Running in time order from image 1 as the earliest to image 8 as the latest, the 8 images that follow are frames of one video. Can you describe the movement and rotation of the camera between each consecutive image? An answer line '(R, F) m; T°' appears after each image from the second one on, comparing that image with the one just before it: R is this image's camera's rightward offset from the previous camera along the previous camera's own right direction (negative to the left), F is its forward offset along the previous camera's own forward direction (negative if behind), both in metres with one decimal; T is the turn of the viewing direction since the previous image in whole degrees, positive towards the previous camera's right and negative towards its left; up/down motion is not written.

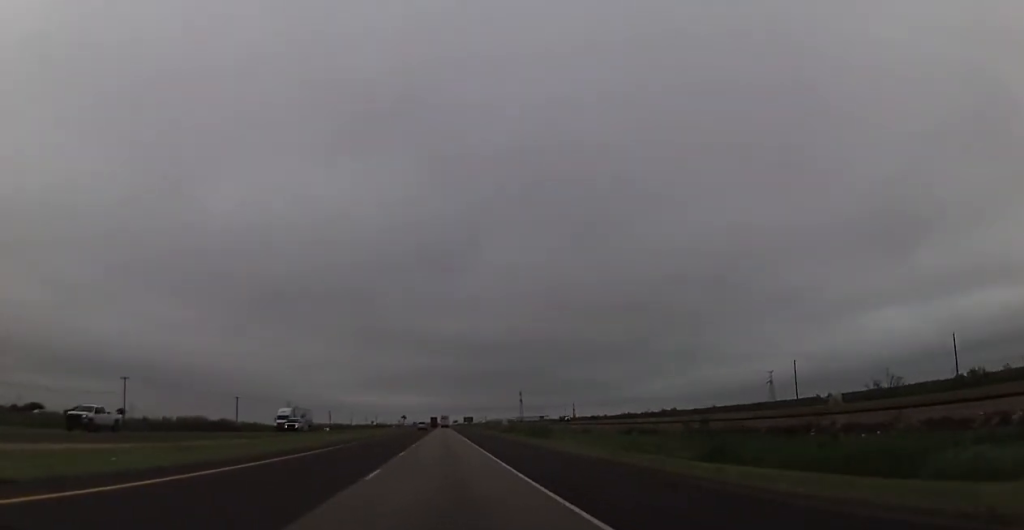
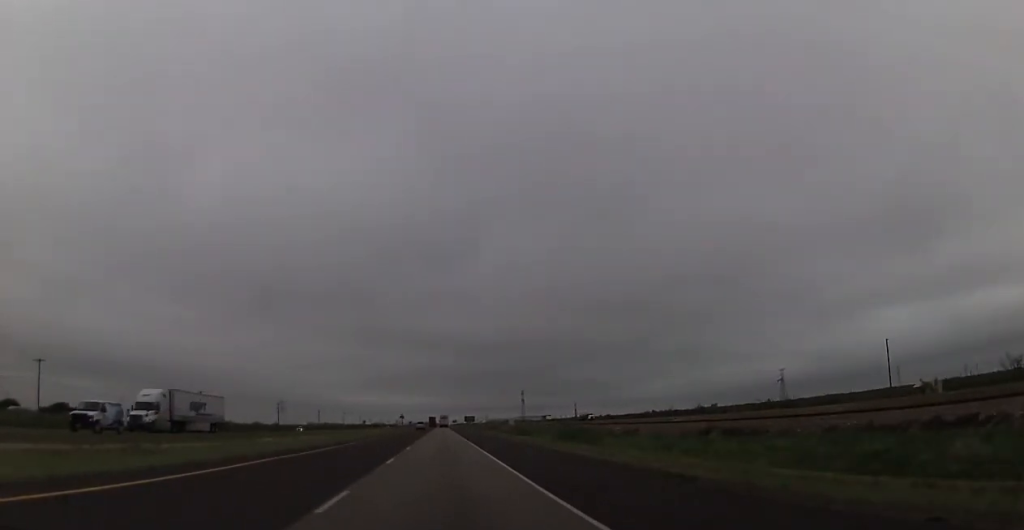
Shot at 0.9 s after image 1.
(+0.5, +30.6) m; +1°
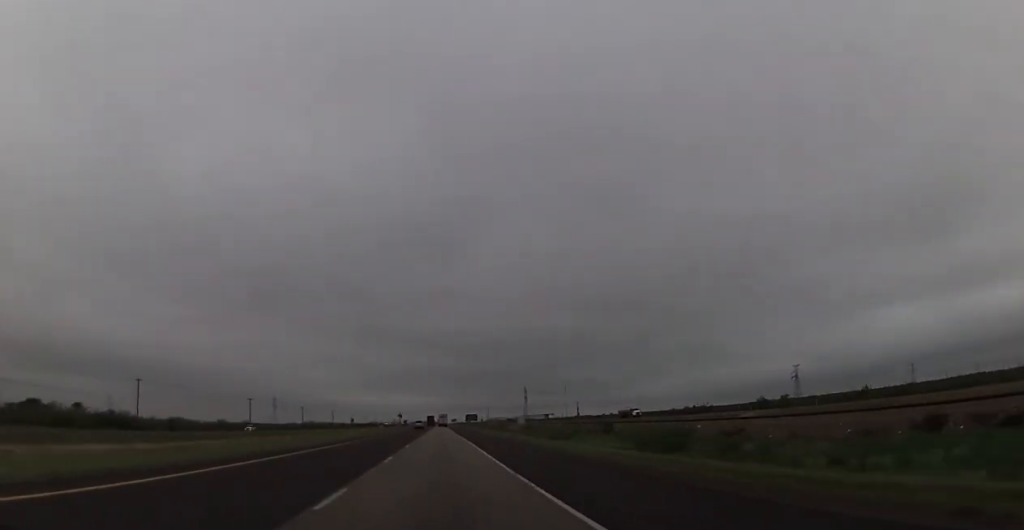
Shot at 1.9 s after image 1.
(+0.2, +36.5) m; 0°
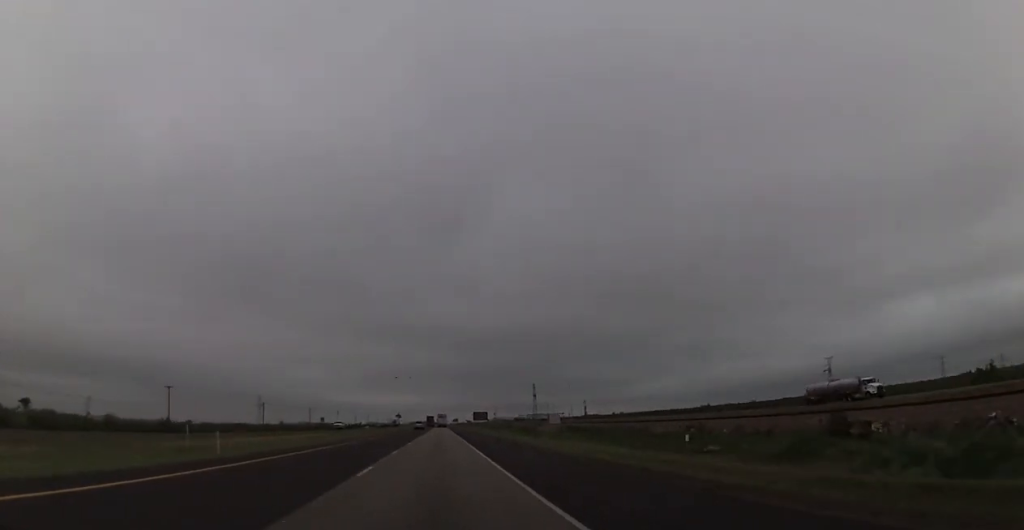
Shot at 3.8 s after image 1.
(-0.2, +67.2) m; 0°
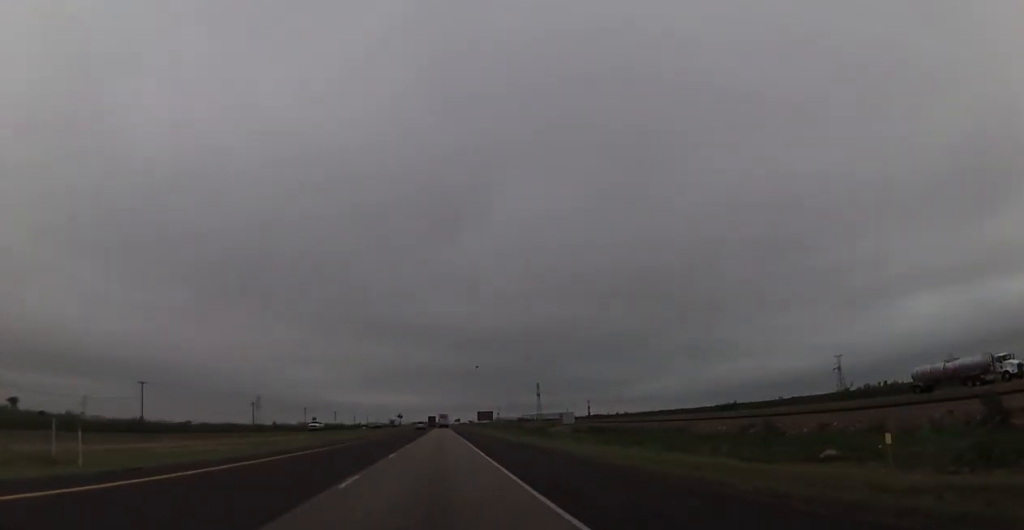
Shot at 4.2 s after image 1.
(+0.1, +15.3) m; 0°
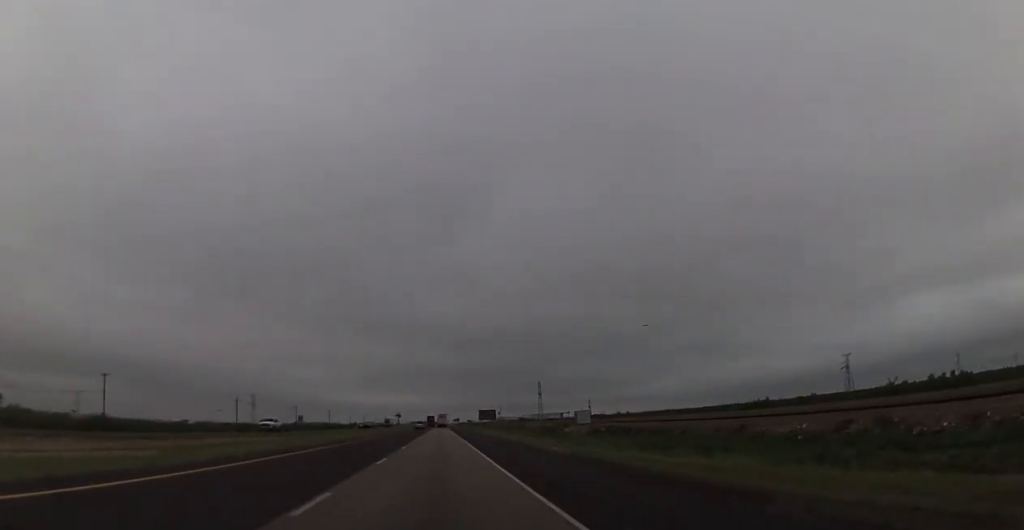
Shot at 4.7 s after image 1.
(-0.2, +16.5) m; 0°
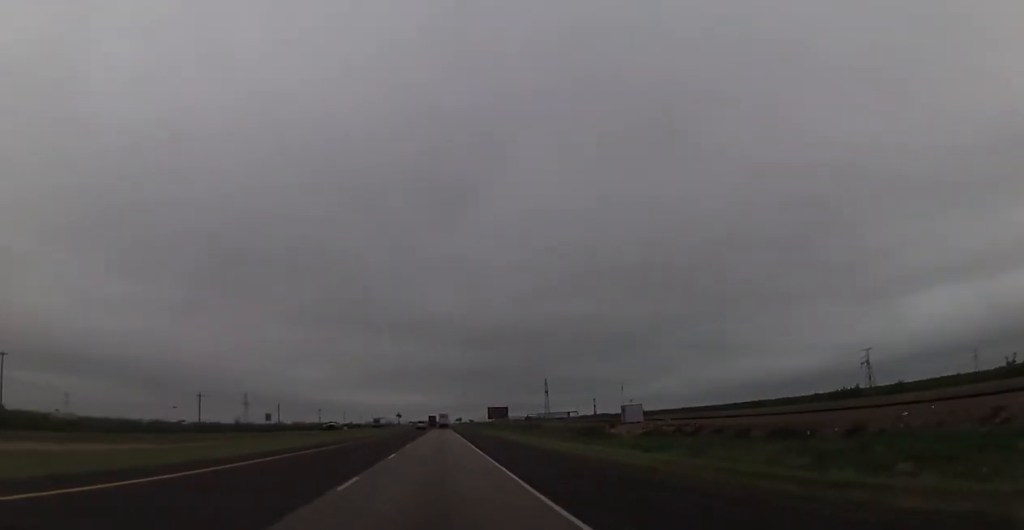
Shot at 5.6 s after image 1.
(0.0, +33.0) m; 0°
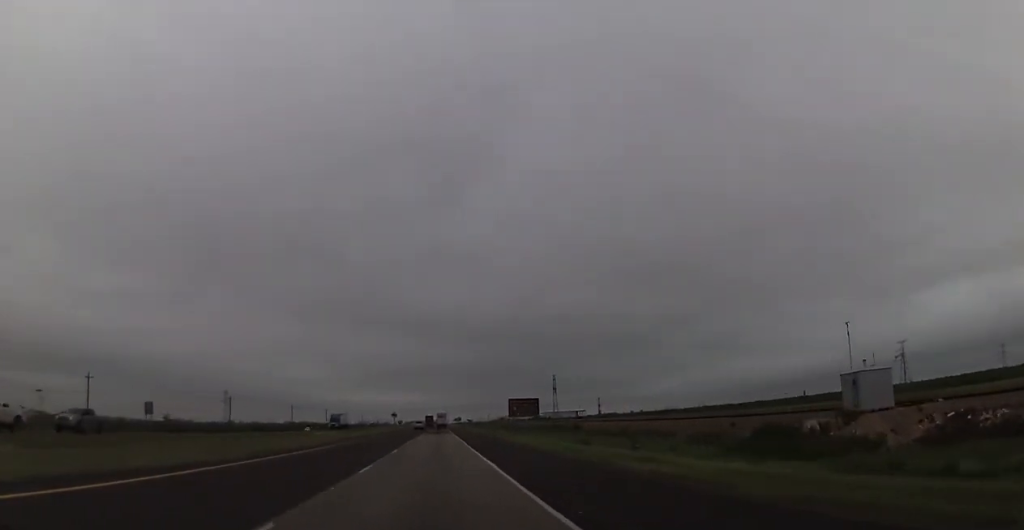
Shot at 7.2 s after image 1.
(-0.5, +56.5) m; 0°
